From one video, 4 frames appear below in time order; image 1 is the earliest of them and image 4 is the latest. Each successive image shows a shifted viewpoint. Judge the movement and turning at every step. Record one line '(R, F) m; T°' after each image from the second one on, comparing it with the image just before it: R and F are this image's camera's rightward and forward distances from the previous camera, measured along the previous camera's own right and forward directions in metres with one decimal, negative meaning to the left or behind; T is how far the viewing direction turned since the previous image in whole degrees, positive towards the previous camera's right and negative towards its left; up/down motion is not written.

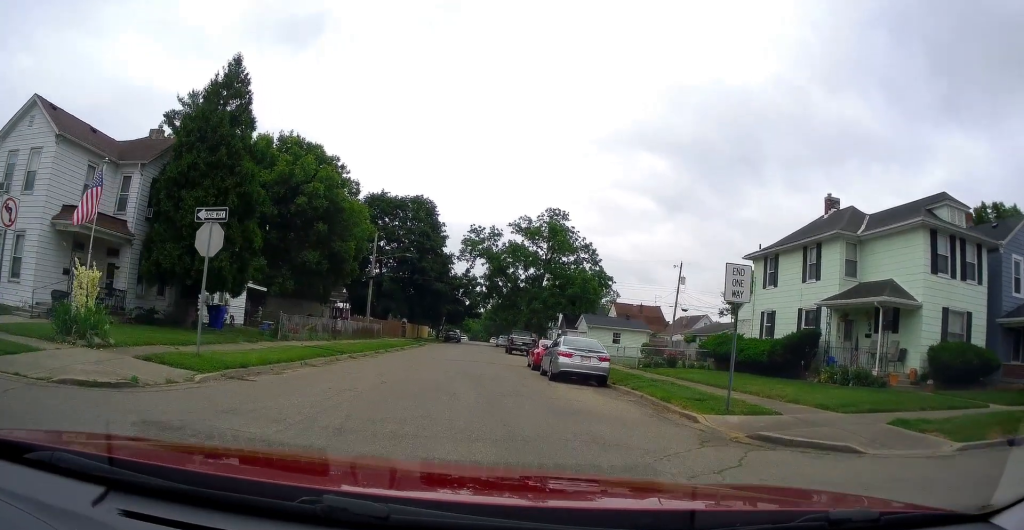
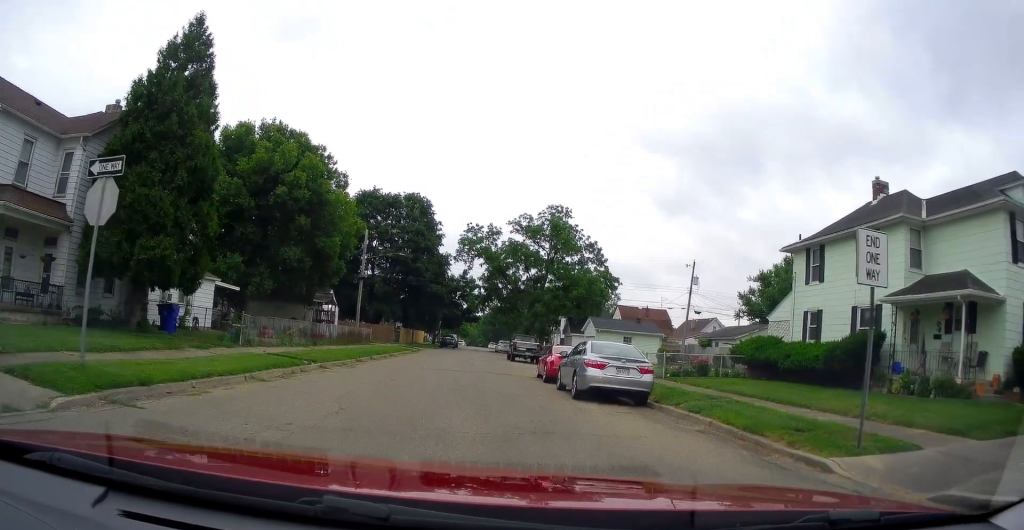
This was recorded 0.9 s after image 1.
(+0.4, +5.2) m; +6°
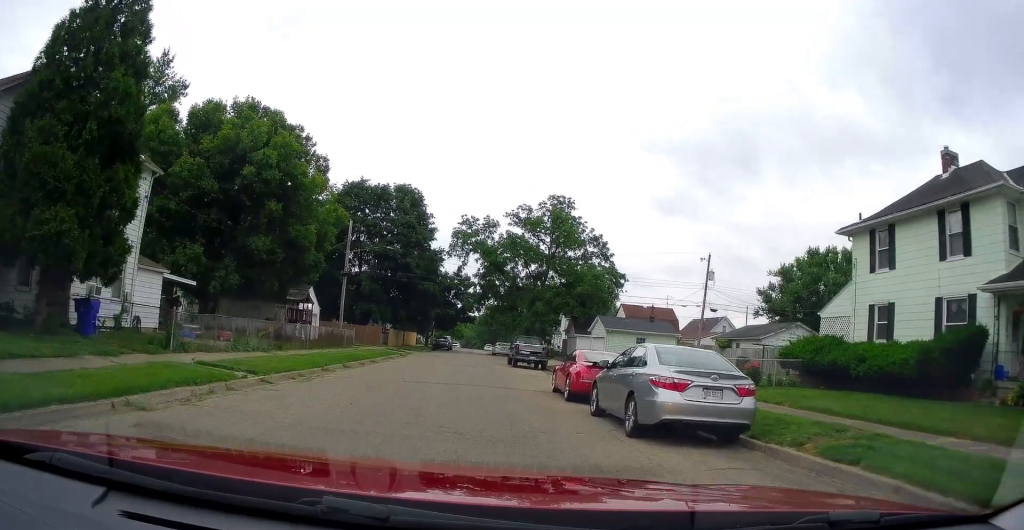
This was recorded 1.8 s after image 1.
(+0.2, +6.1) m; +3°
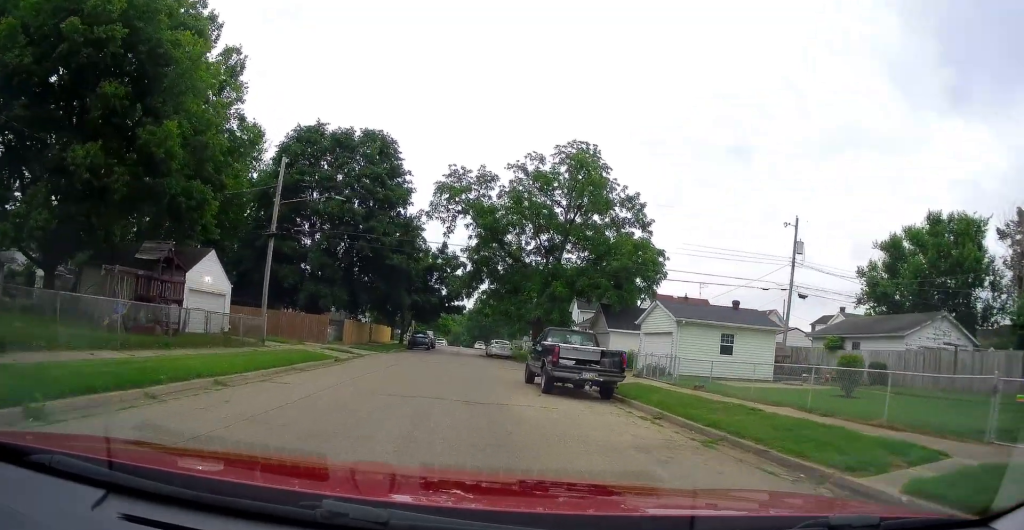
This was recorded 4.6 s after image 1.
(-0.1, +18.5) m; -5°
